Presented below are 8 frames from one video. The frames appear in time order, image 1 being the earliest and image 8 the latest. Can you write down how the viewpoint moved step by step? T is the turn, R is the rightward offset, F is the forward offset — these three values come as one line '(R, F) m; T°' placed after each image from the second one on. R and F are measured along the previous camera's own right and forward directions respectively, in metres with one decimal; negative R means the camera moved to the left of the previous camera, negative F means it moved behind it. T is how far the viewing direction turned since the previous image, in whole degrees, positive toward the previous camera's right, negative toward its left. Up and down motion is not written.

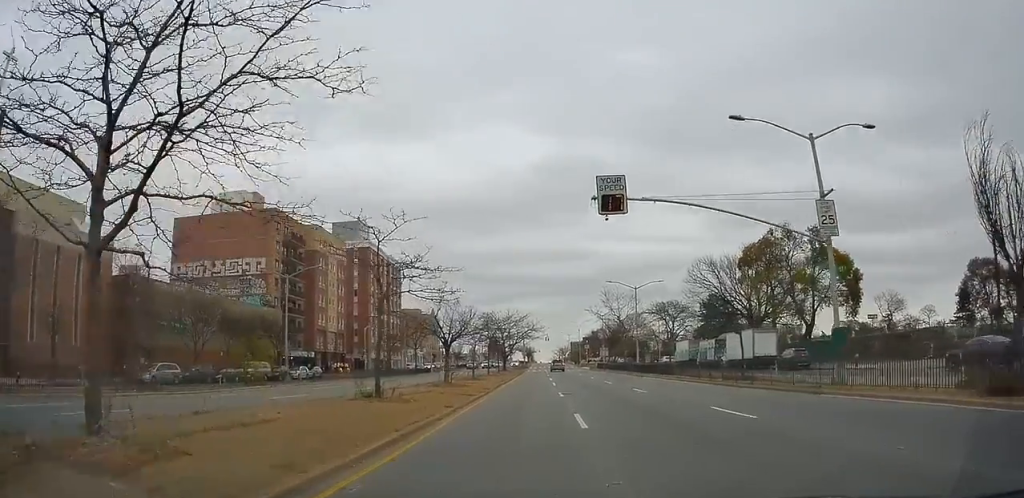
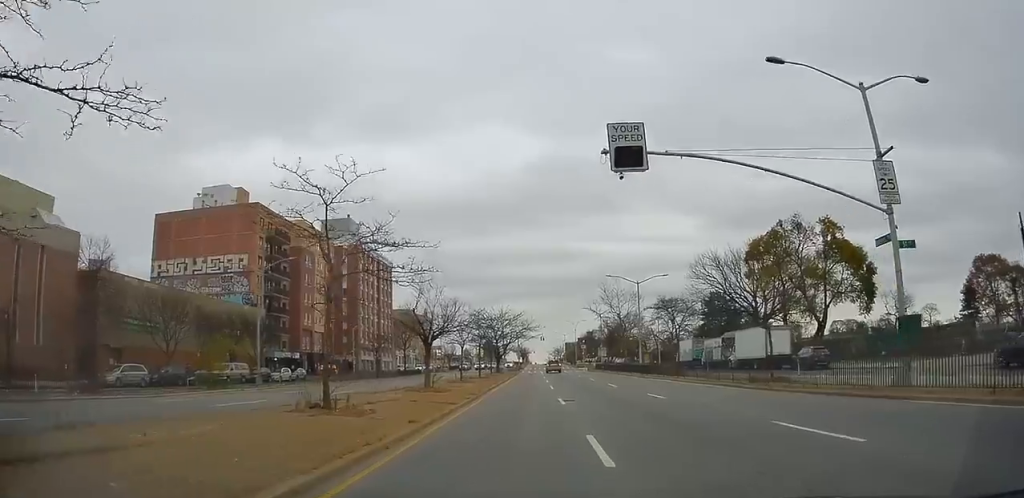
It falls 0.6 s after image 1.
(+0.3, +4.2) m; +2°
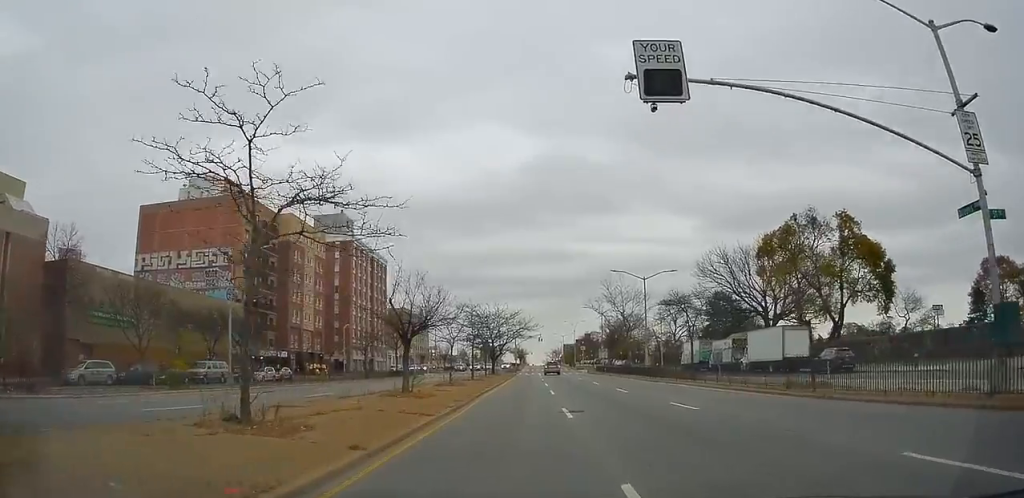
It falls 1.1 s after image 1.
(+0.1, +4.0) m; +2°
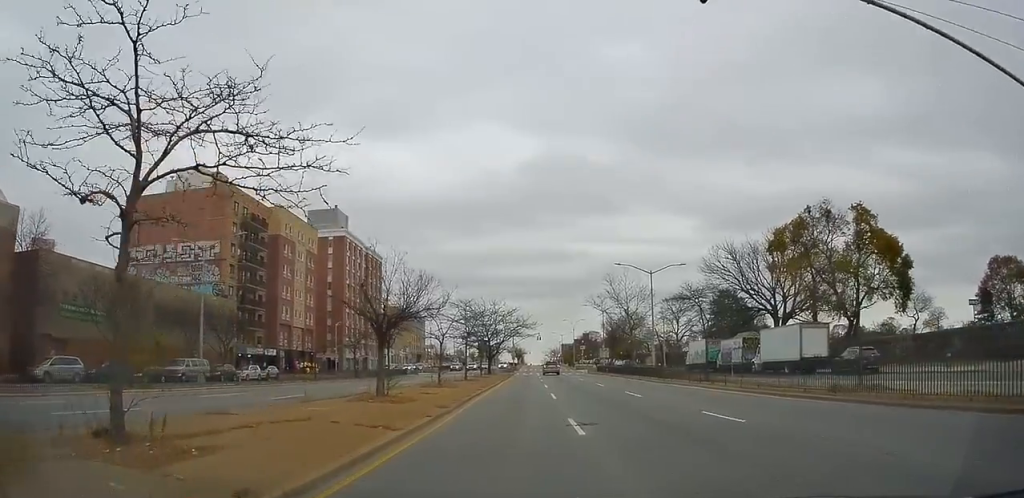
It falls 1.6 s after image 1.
(0.0, +3.4) m; 0°
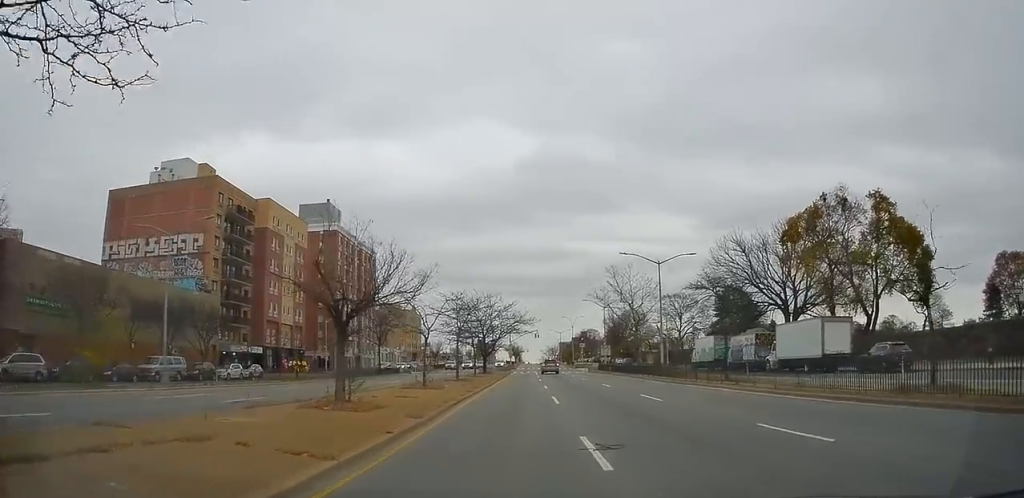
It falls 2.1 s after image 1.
(0.0, +3.8) m; 0°
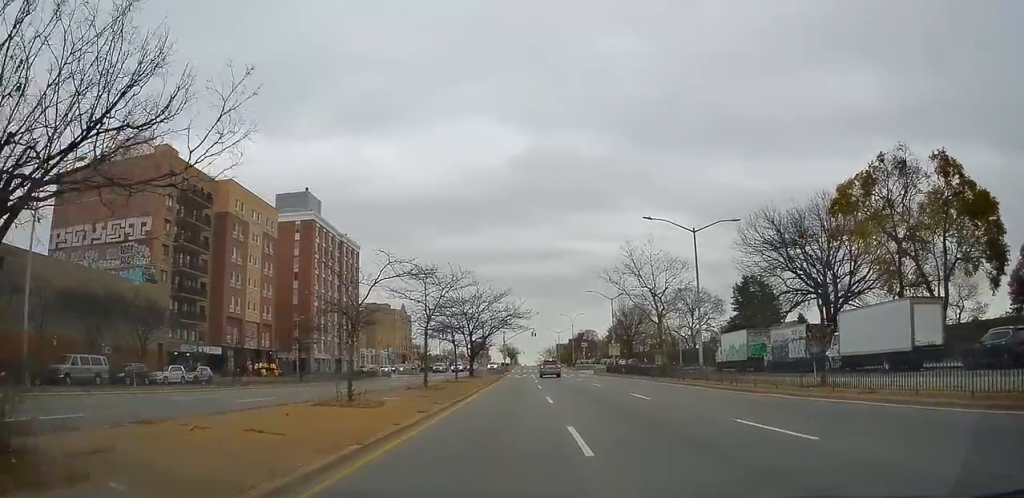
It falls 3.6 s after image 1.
(-0.5, +10.5) m; -1°
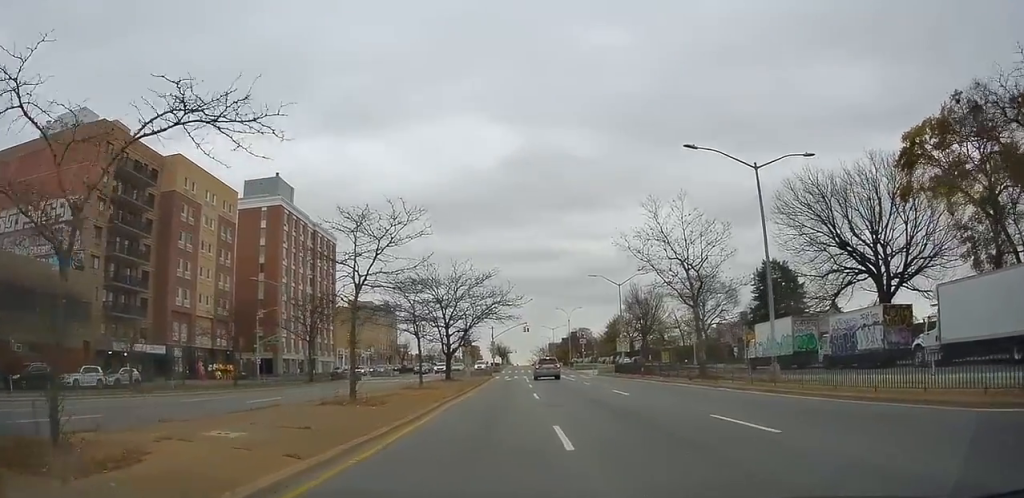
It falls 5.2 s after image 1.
(+0.7, +10.5) m; +1°
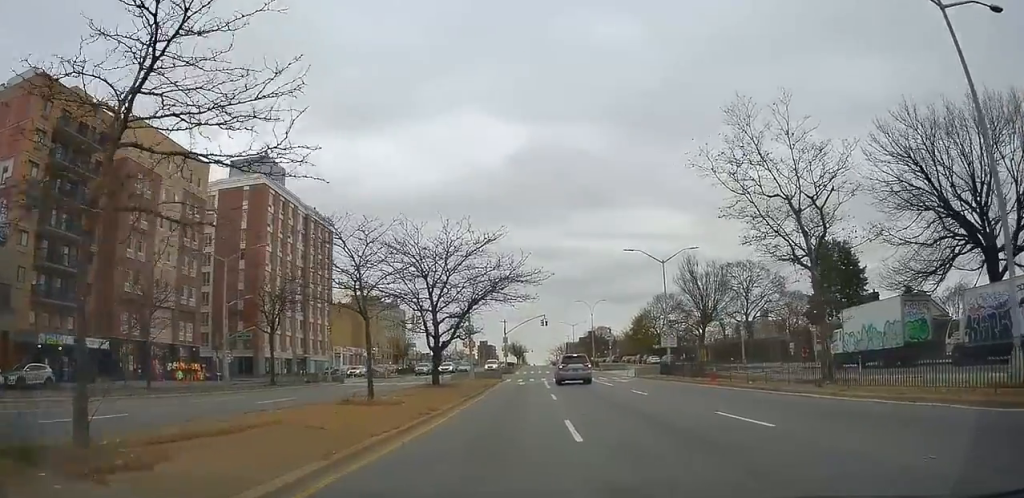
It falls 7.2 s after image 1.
(-0.4, +12.1) m; +1°
